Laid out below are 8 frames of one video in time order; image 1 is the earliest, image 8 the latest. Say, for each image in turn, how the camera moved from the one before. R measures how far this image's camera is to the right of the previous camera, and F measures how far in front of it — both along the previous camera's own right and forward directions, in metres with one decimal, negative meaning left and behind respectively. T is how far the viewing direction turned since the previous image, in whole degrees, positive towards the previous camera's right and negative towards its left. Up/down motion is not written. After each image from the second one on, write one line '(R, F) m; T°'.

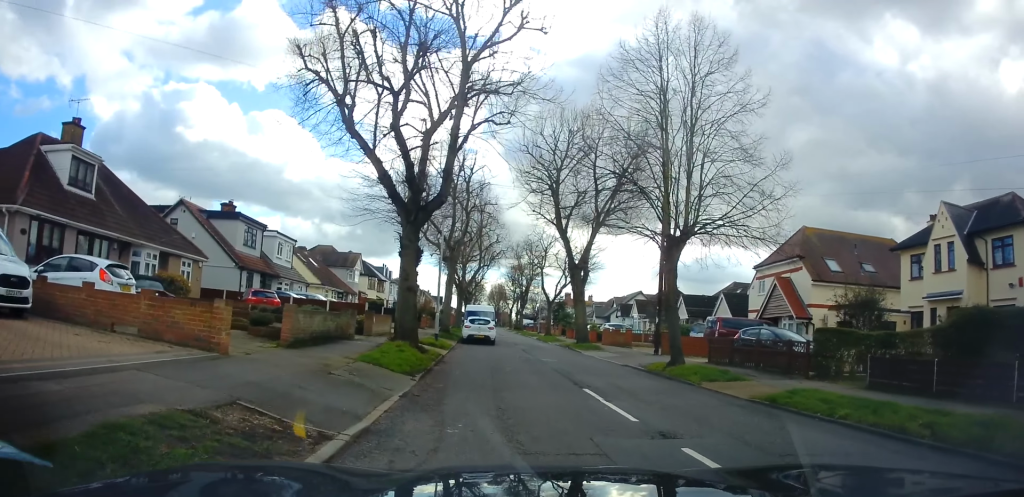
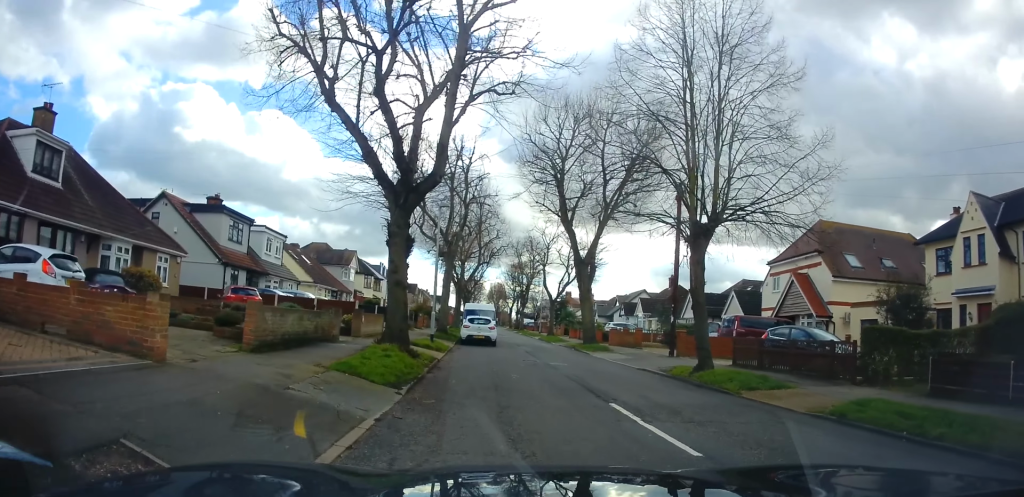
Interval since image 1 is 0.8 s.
(0.0, +2.2) m; 0°
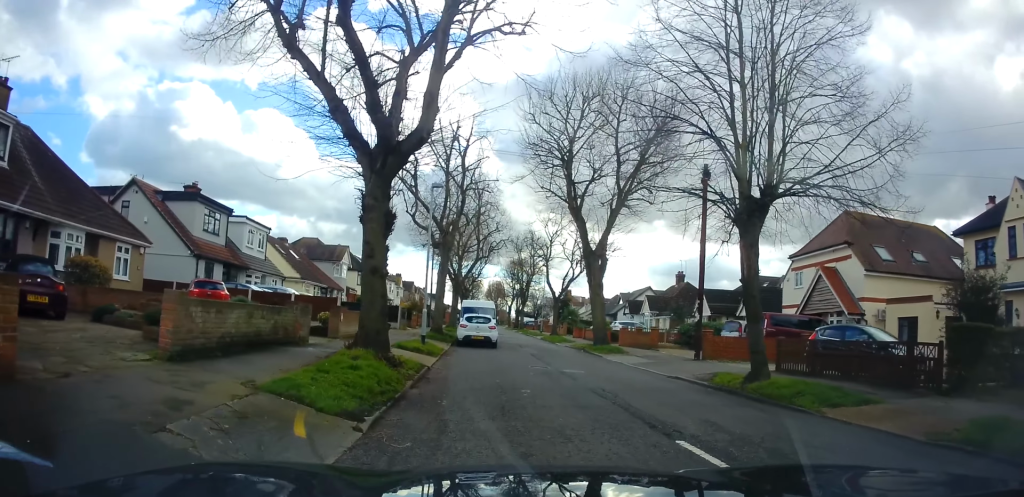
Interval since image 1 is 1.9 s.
(+0.1, +3.1) m; 0°
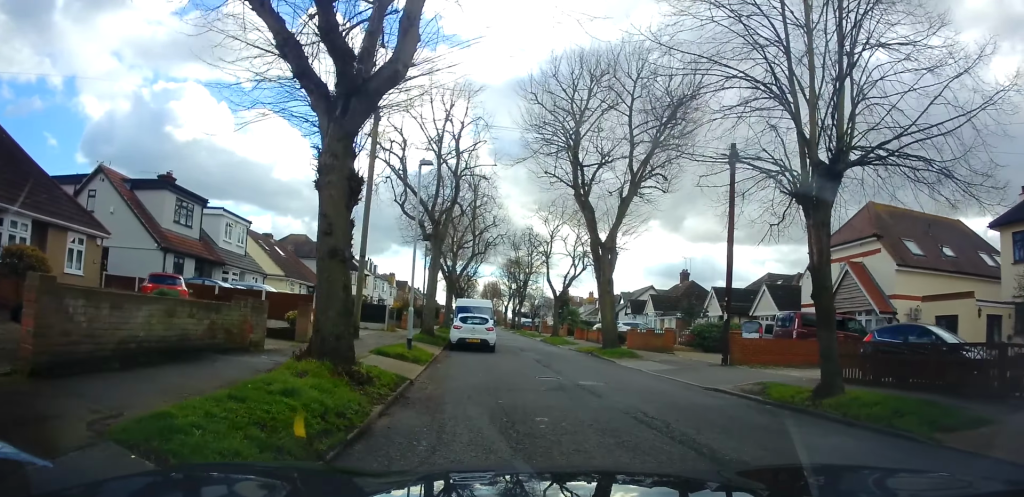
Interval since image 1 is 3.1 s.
(0.0, +2.7) m; +4°
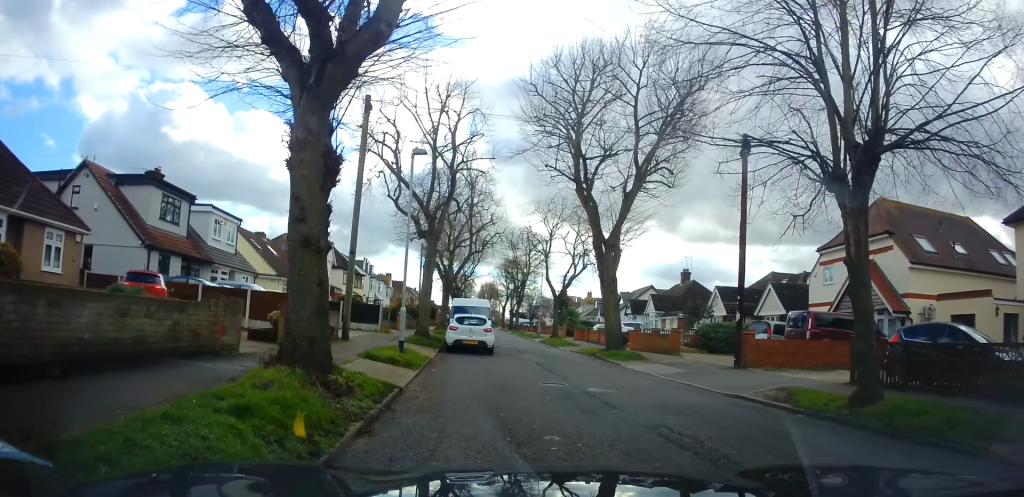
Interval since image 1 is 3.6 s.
(0.0, +1.1) m; +1°
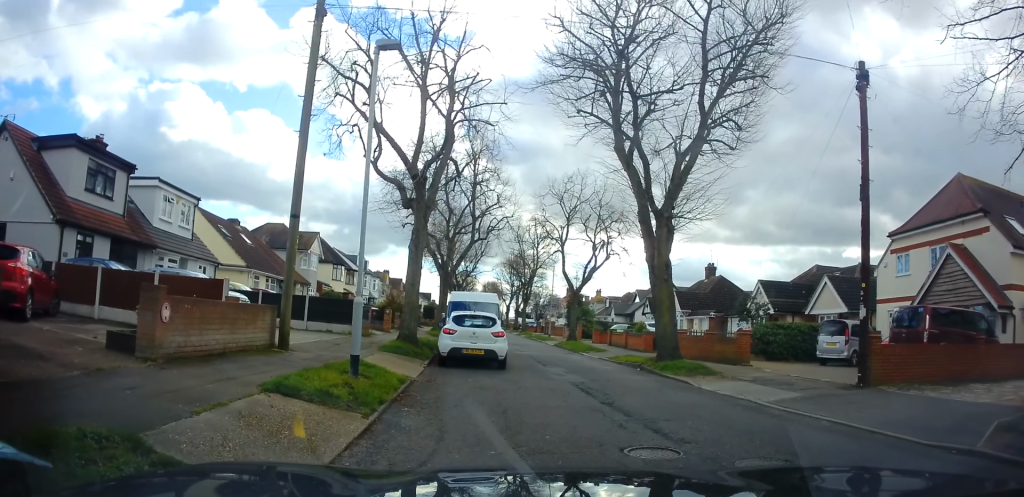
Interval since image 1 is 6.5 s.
(-0.5, +5.5) m; +2°
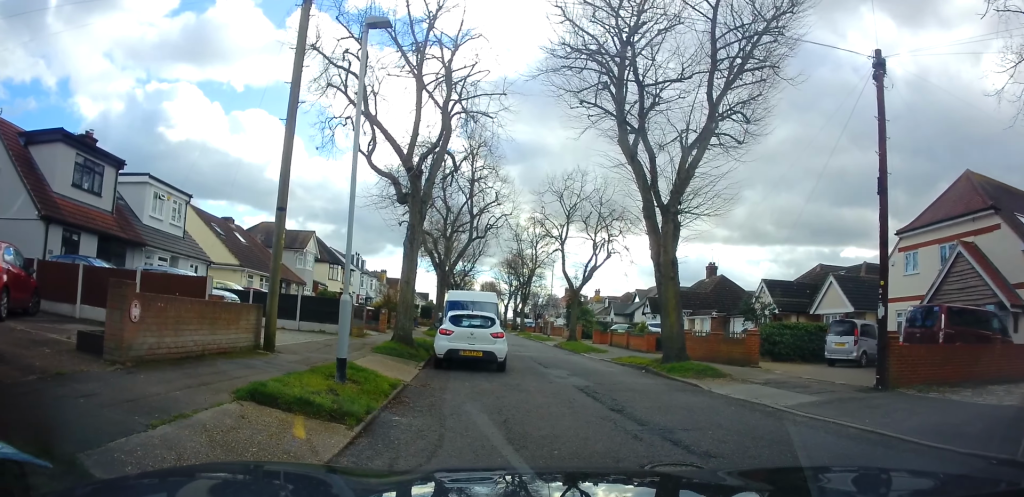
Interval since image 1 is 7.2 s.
(0.0, +0.7) m; 0°
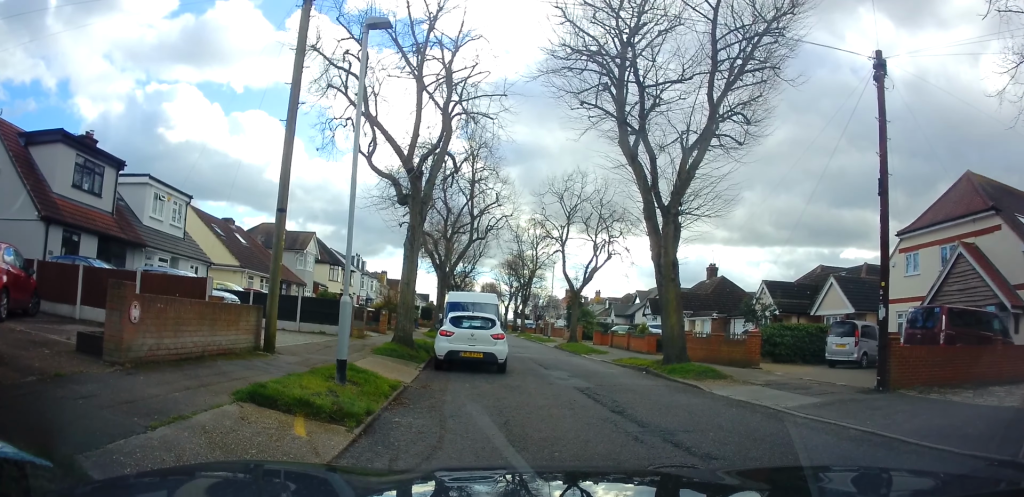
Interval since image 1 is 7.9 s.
(0.0, +0.3) m; 0°
